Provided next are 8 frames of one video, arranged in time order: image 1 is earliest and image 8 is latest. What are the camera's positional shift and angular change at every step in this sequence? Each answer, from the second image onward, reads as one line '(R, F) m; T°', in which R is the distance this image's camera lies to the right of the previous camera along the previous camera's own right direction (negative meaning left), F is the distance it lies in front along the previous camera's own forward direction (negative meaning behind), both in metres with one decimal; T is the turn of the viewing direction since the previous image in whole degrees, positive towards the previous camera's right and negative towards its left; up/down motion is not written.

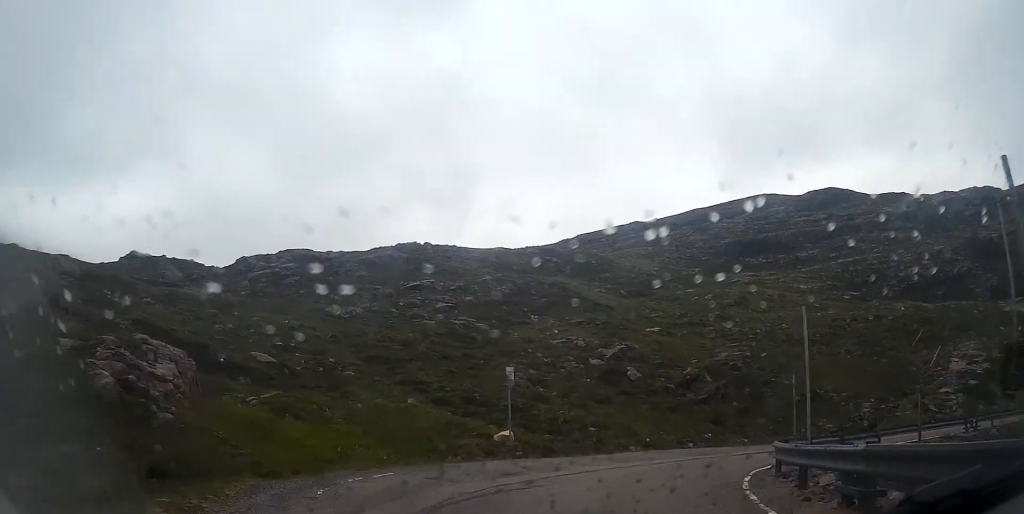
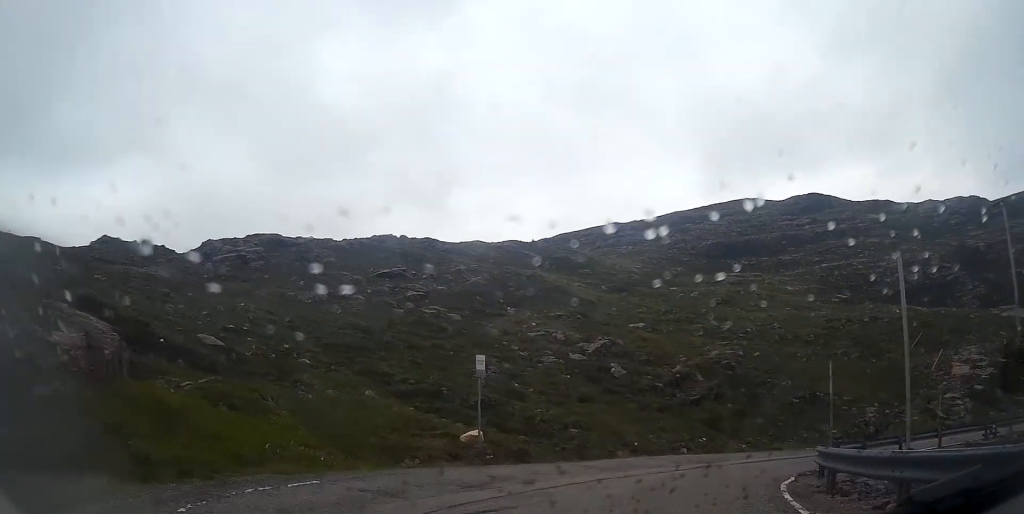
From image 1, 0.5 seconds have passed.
(+0.2, +3.2) m; +3°
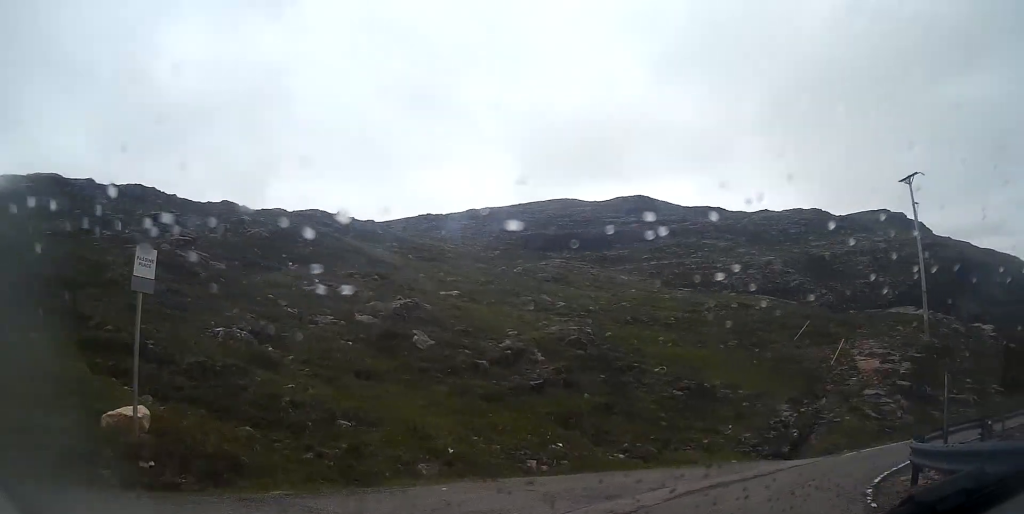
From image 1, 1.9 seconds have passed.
(+0.8, +10.2) m; +10°
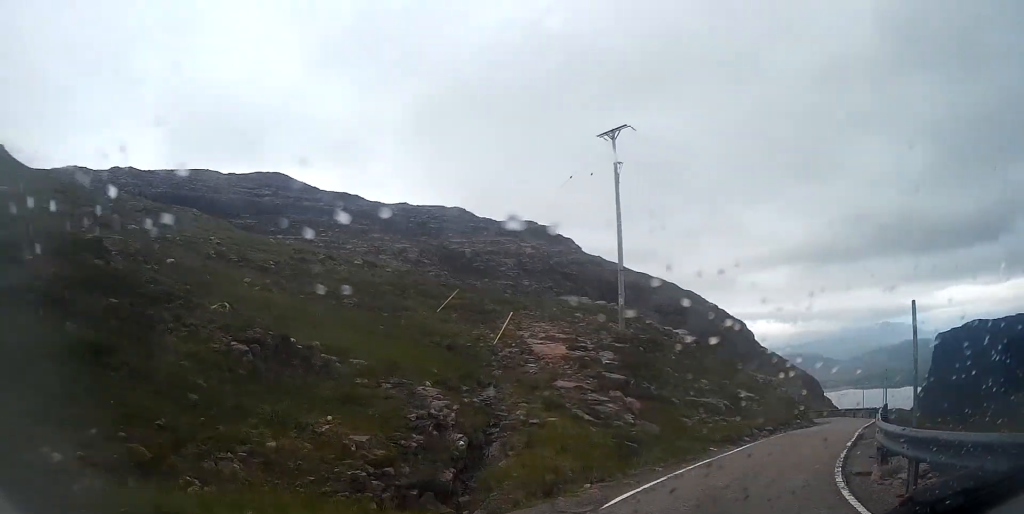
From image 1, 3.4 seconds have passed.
(+2.3, +10.4) m; +31°
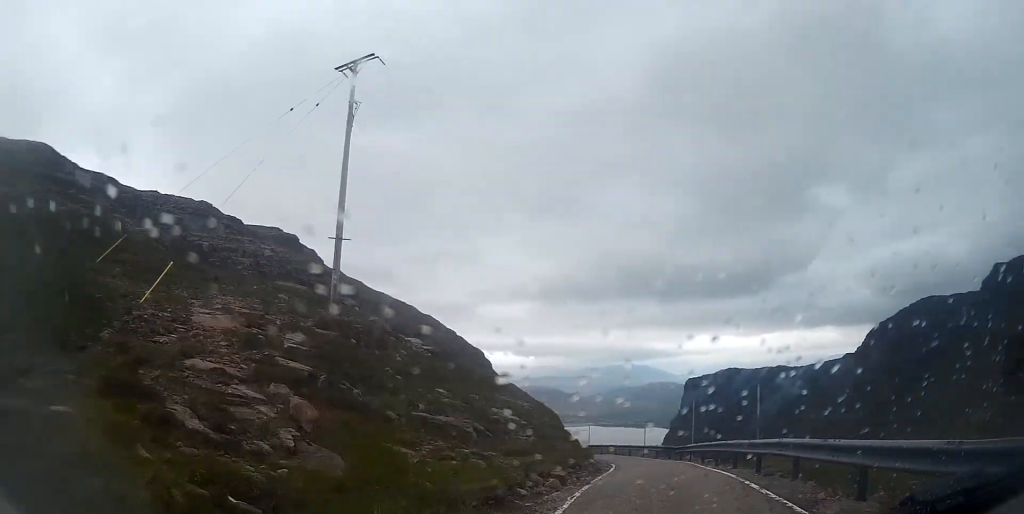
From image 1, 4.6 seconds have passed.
(+2.0, +8.2) m; +18°
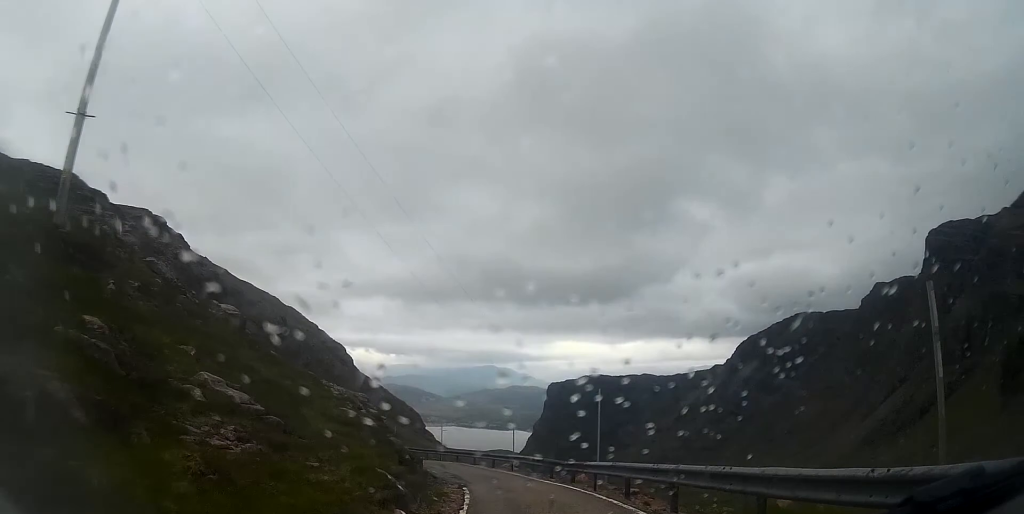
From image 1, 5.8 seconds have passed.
(+1.1, +8.7) m; +14°
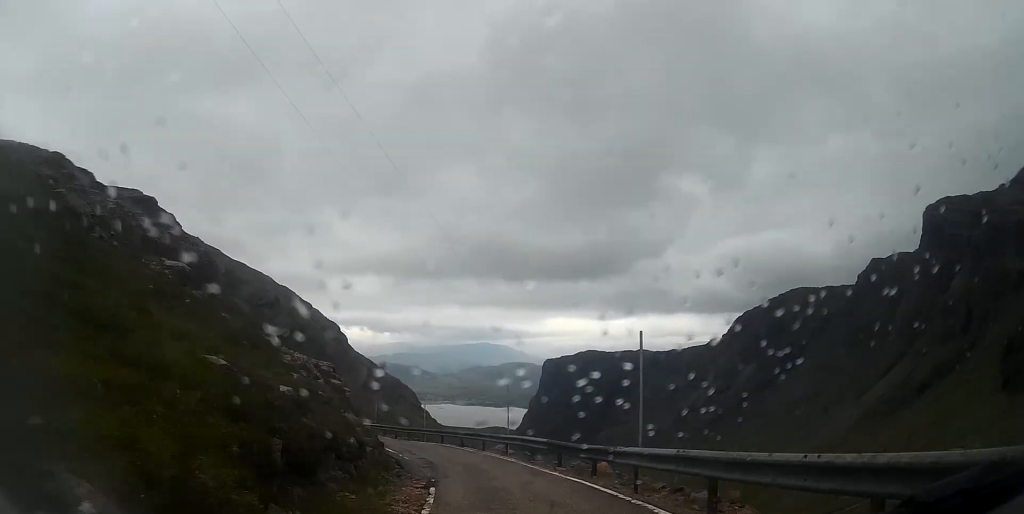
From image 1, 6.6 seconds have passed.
(+0.3, +5.2) m; +5°
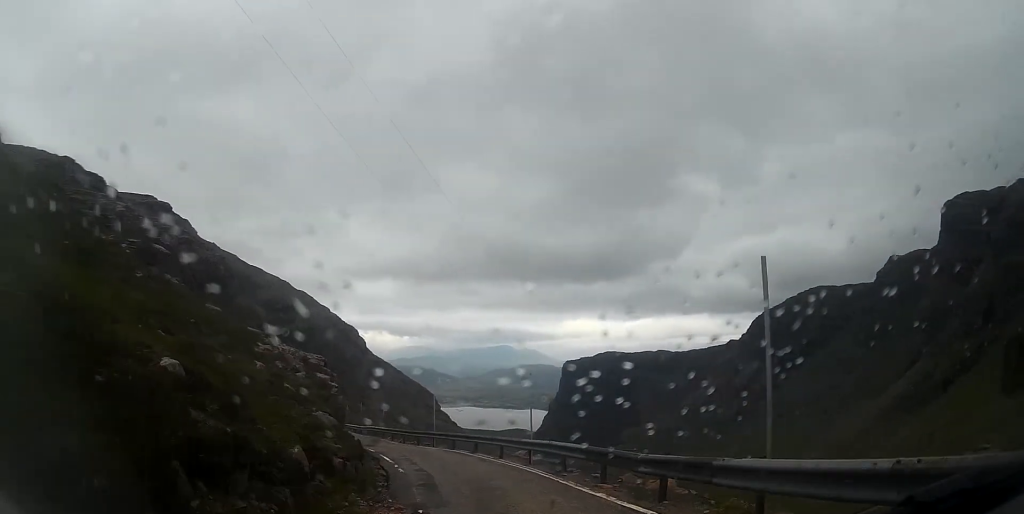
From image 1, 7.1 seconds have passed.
(0.0, +4.0) m; +2°
